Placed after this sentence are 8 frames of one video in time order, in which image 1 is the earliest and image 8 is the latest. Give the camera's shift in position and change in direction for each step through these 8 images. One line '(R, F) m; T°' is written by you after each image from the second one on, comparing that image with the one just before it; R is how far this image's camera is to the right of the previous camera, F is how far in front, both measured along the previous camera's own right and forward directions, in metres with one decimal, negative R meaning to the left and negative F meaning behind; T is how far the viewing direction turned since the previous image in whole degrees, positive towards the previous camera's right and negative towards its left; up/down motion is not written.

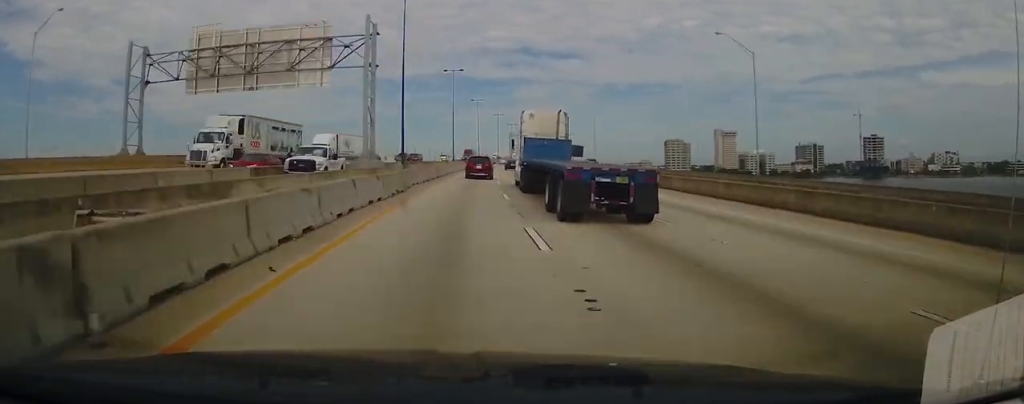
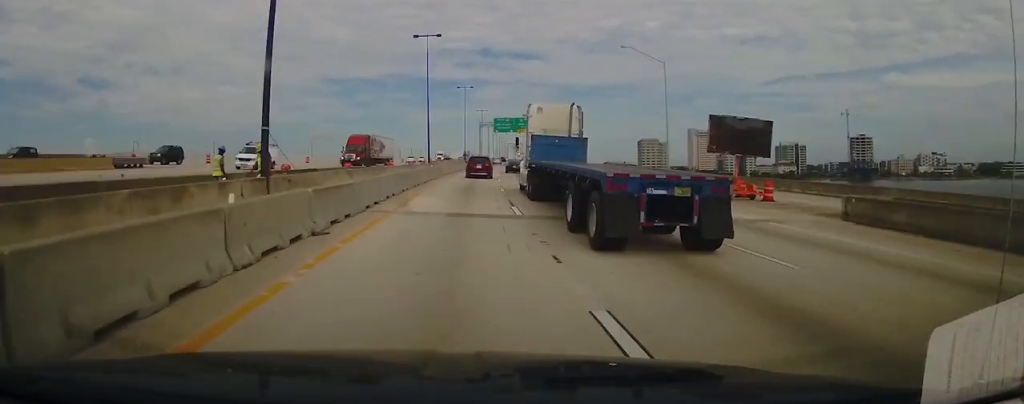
(+2.3, +66.3) m; +3°
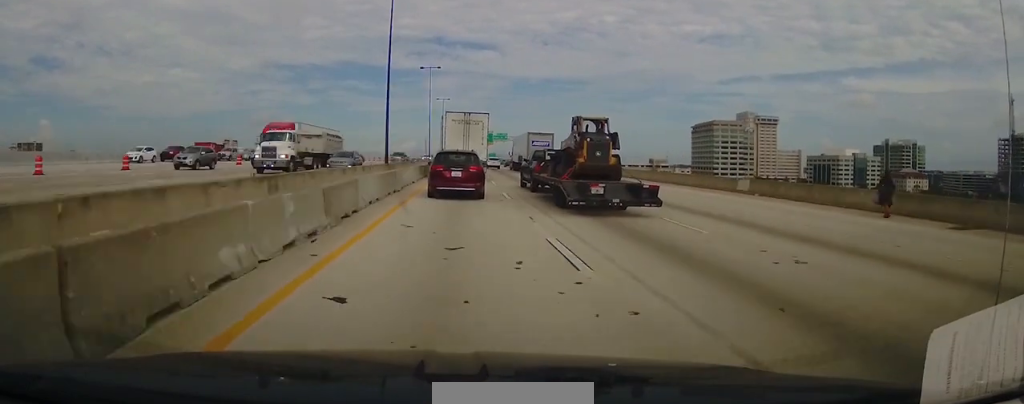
(+15.1, +391.8) m; +2°
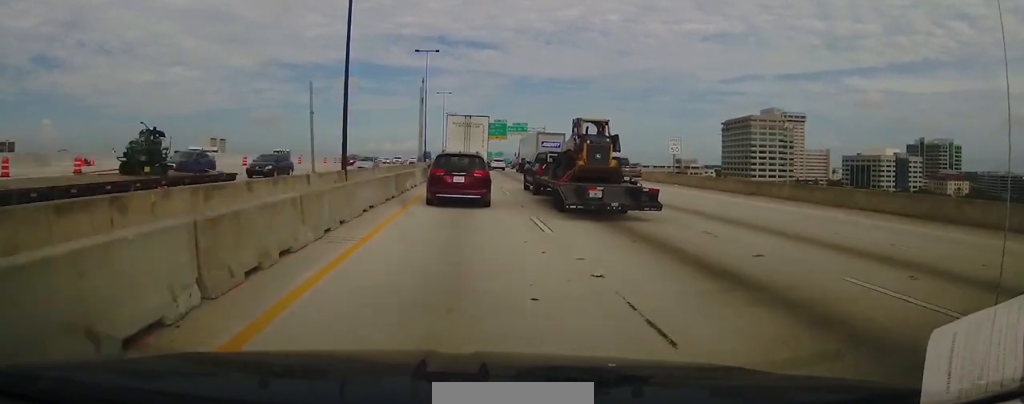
(+0.2, +60.5) m; 0°
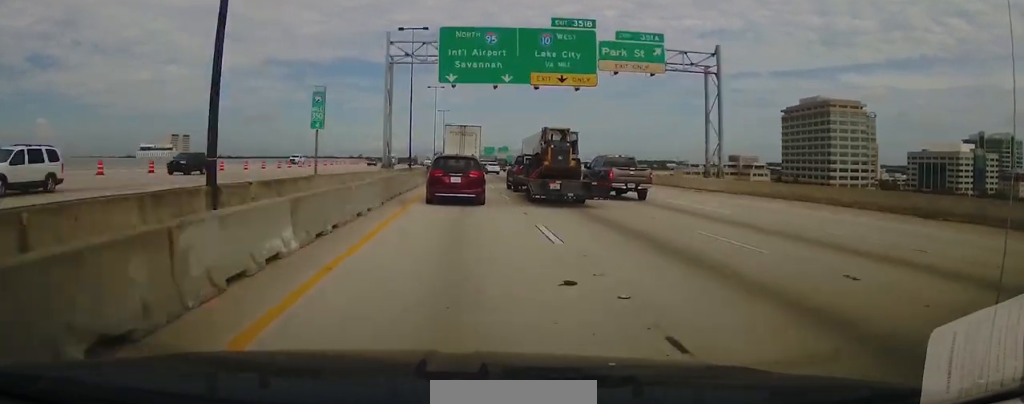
(-0.6, +105.6) m; 0°
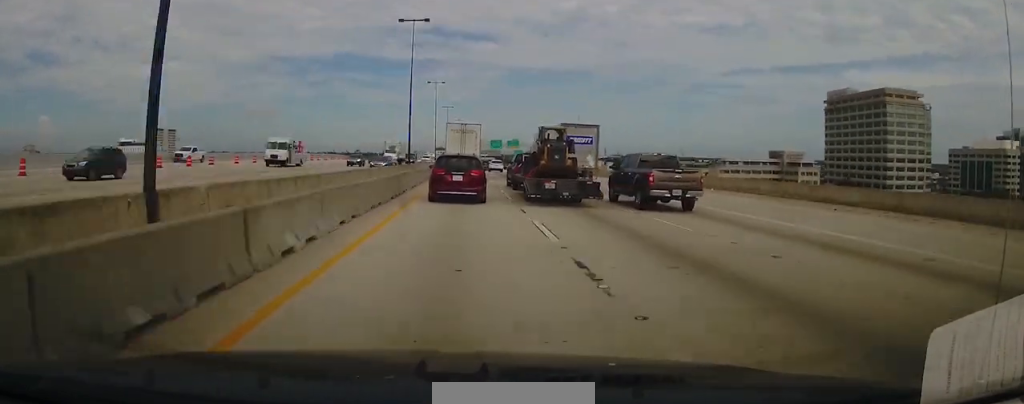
(-0.2, +46.8) m; +1°
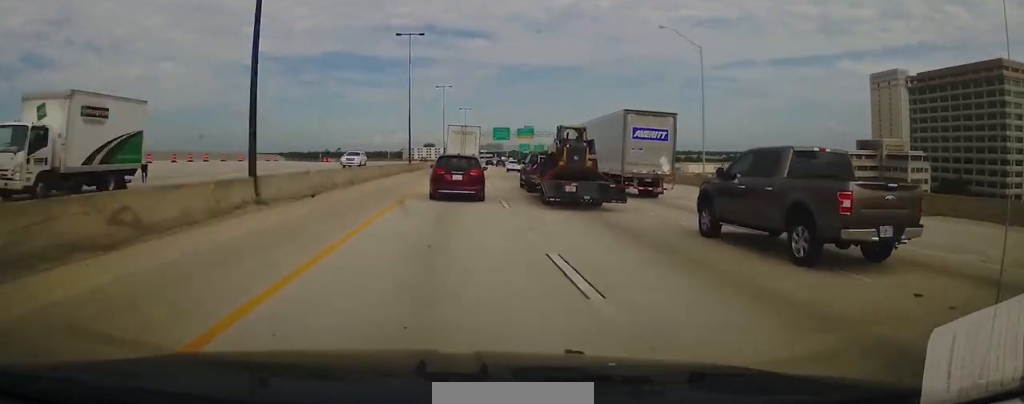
(+0.6, +81.2) m; +2°
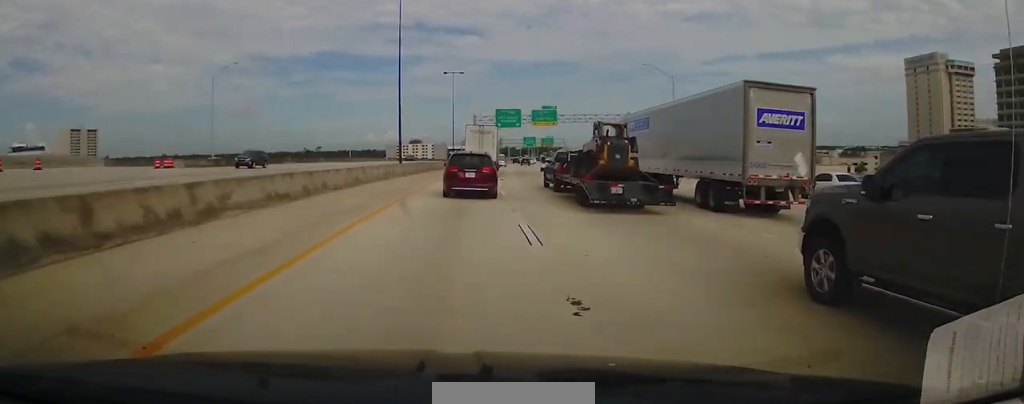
(-0.3, +58.5) m; +3°
